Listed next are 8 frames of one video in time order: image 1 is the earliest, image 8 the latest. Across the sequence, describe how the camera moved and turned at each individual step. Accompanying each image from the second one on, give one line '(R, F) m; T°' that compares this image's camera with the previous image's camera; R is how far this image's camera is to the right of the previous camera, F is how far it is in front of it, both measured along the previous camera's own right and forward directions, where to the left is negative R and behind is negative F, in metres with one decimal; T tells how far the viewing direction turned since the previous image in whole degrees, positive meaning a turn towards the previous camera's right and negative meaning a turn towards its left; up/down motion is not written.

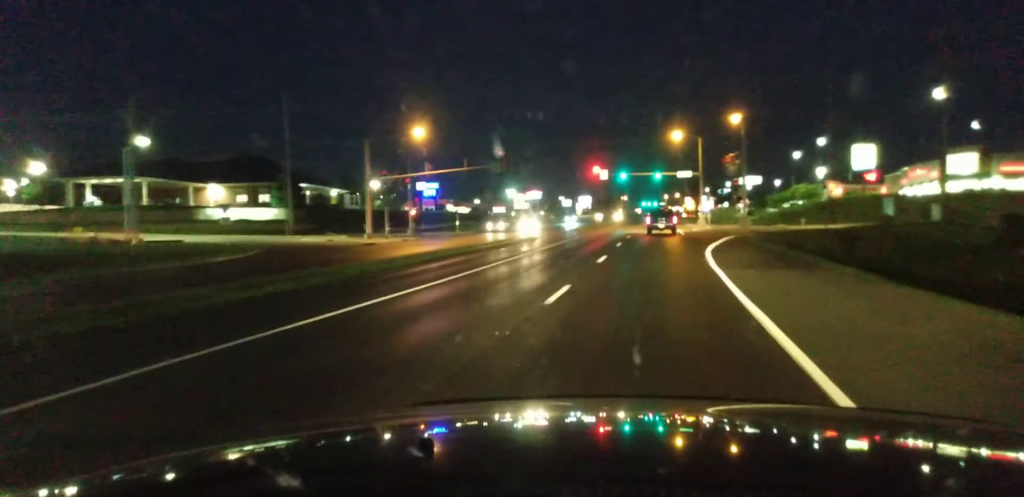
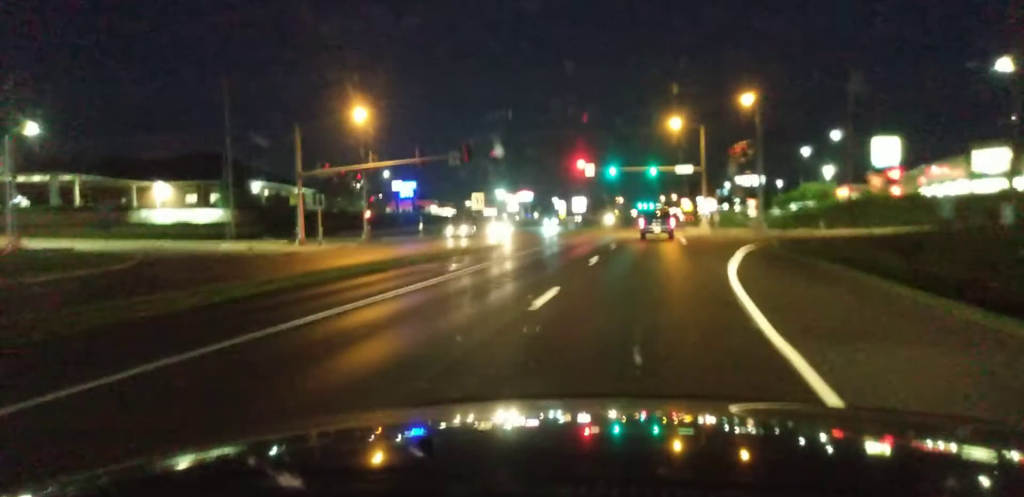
(-0.1, +11.0) m; -1°
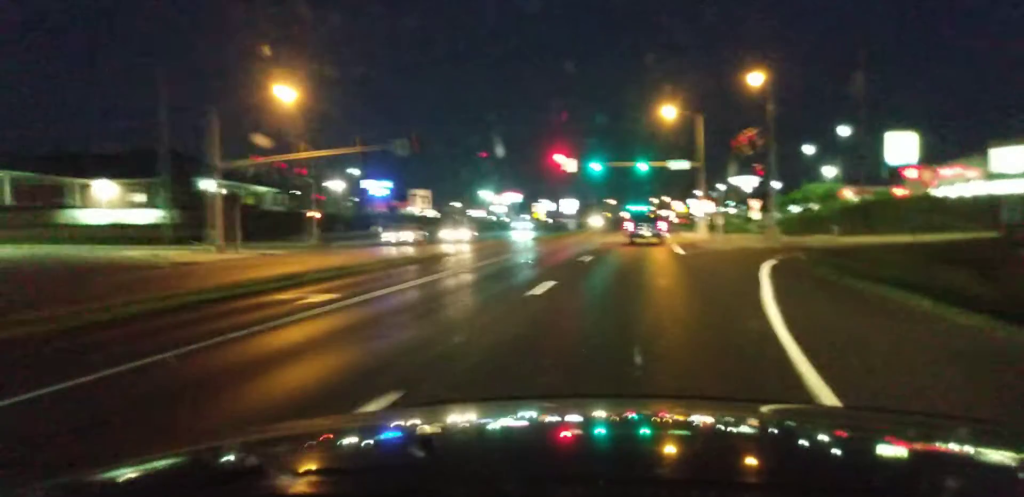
(-0.1, +11.8) m; -1°
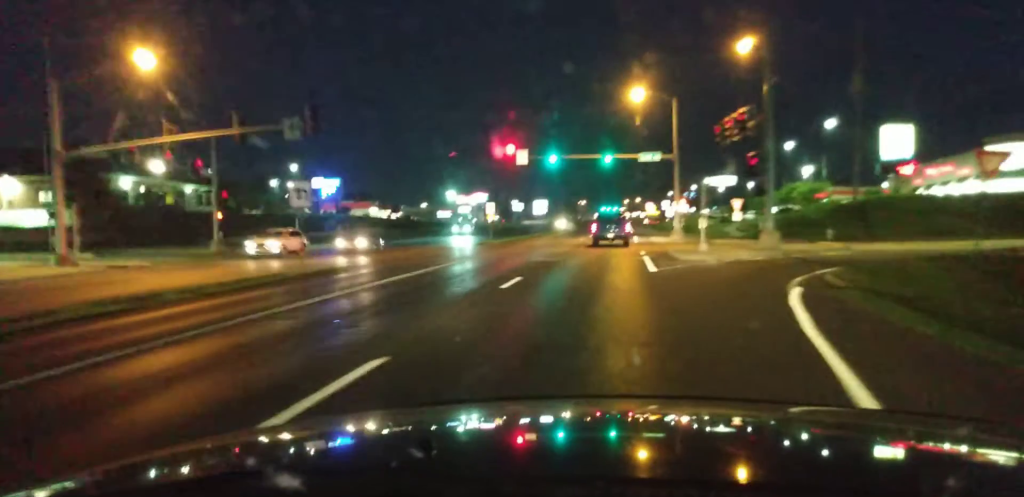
(-0.1, +12.6) m; 0°
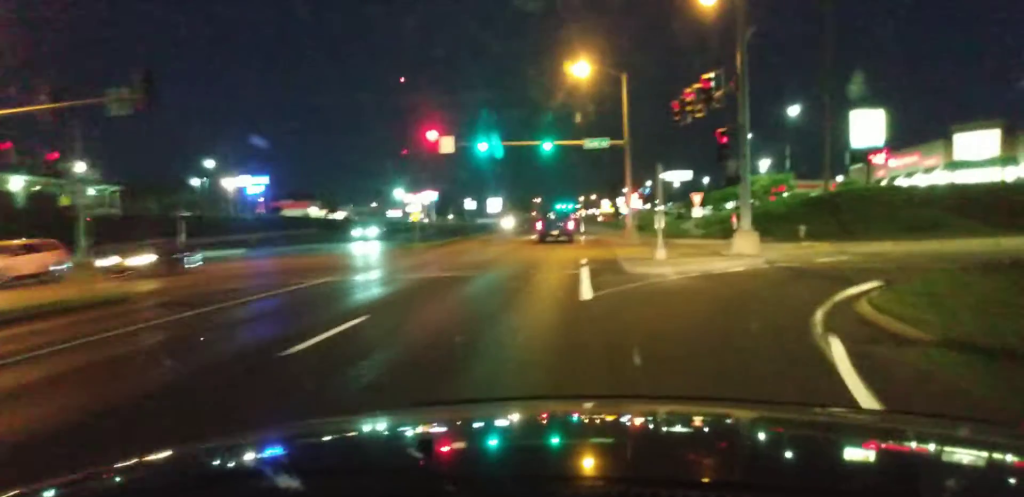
(+0.1, +10.9) m; +3°
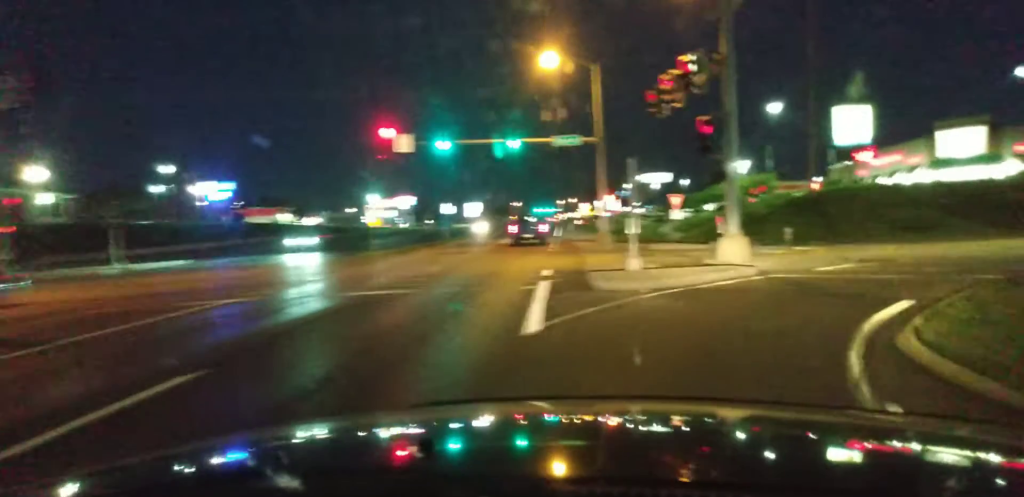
(-0.1, +4.5) m; +2°
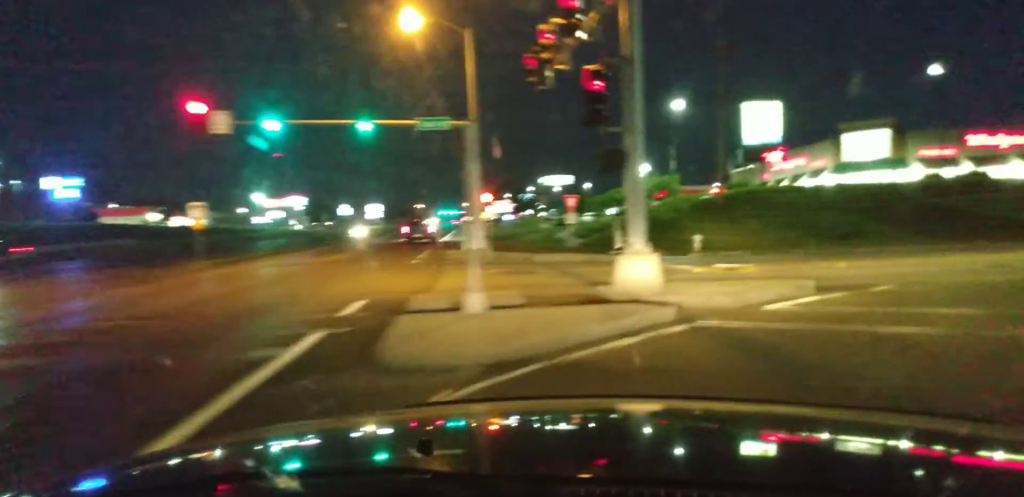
(+0.7, +10.5) m; +6°
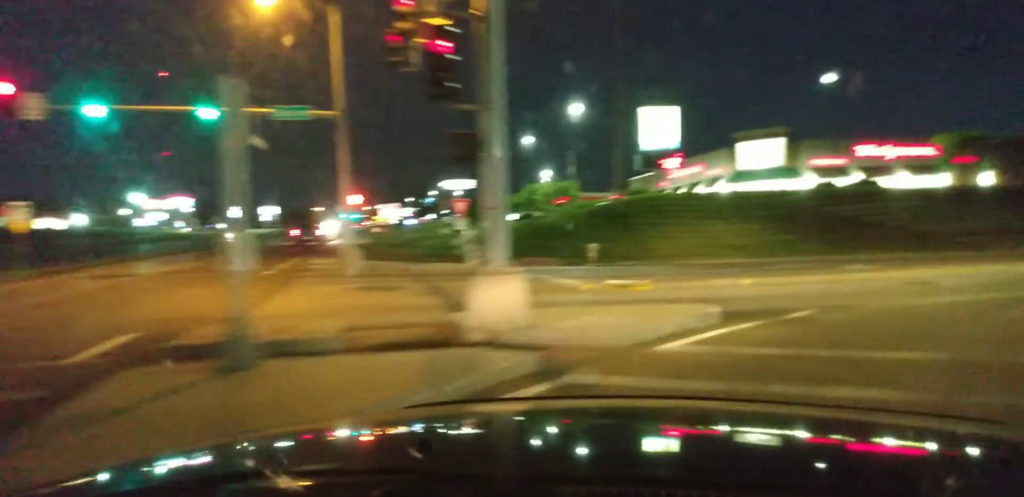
(0.0, +4.6) m; +5°
